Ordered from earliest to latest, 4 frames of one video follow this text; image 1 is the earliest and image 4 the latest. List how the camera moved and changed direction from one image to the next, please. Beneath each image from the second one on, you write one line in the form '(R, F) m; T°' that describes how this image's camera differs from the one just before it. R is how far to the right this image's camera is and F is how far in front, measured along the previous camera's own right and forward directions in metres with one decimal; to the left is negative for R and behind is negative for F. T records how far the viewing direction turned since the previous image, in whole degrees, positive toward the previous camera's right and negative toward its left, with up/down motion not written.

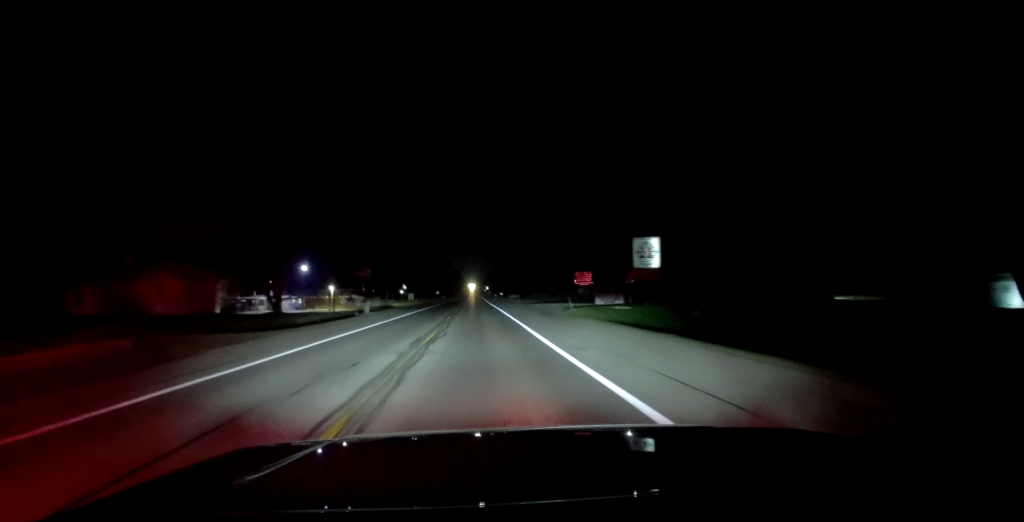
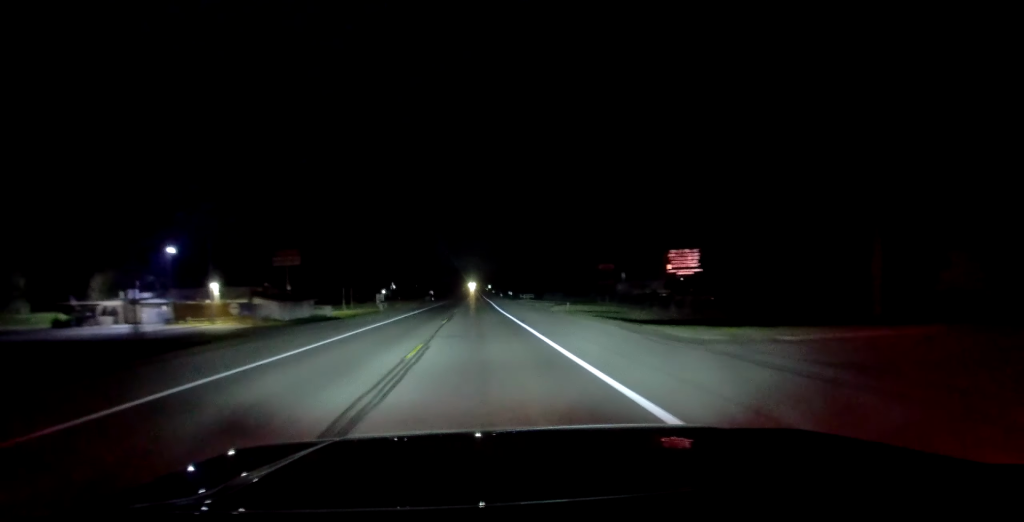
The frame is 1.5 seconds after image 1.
(0.0, +49.7) m; -1°
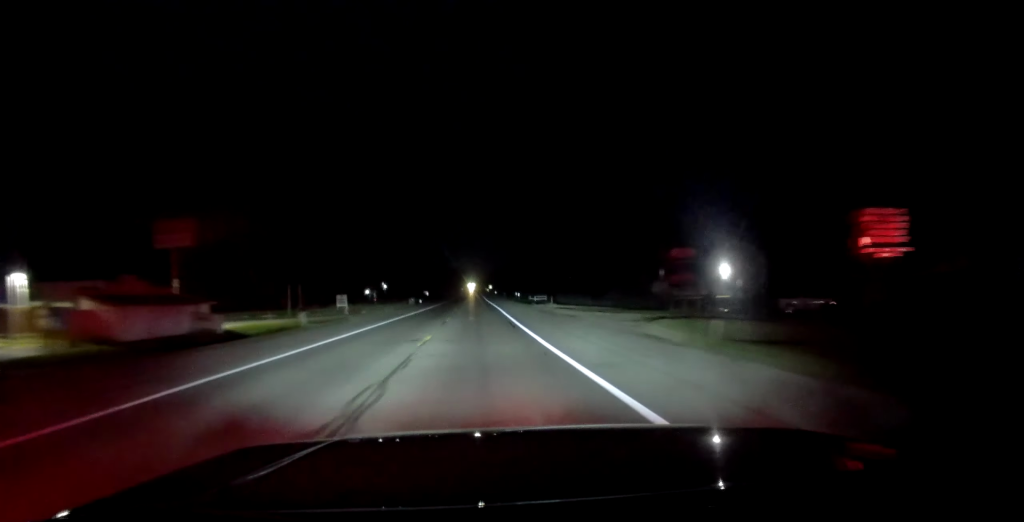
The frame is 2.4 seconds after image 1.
(-0.3, +28.7) m; 0°
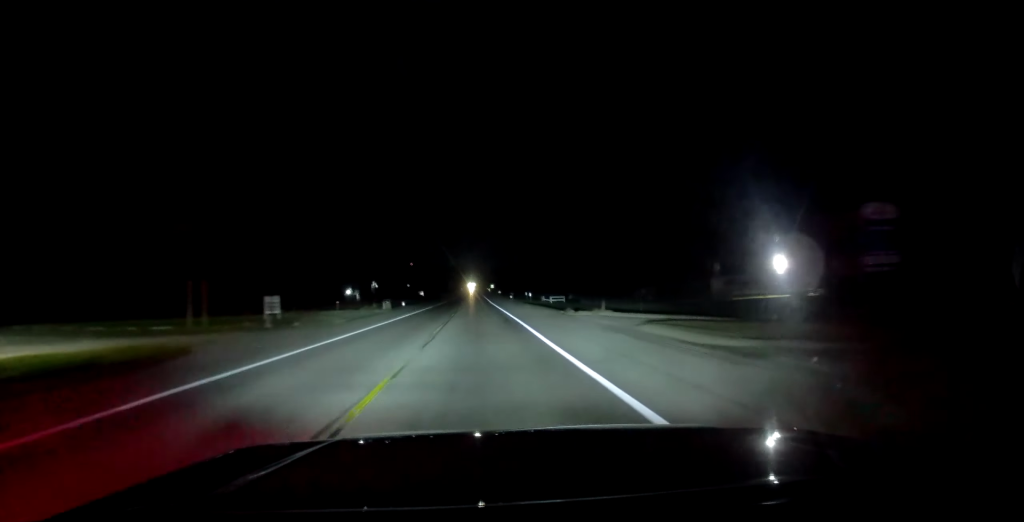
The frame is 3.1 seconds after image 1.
(0.0, +25.4) m; 0°
